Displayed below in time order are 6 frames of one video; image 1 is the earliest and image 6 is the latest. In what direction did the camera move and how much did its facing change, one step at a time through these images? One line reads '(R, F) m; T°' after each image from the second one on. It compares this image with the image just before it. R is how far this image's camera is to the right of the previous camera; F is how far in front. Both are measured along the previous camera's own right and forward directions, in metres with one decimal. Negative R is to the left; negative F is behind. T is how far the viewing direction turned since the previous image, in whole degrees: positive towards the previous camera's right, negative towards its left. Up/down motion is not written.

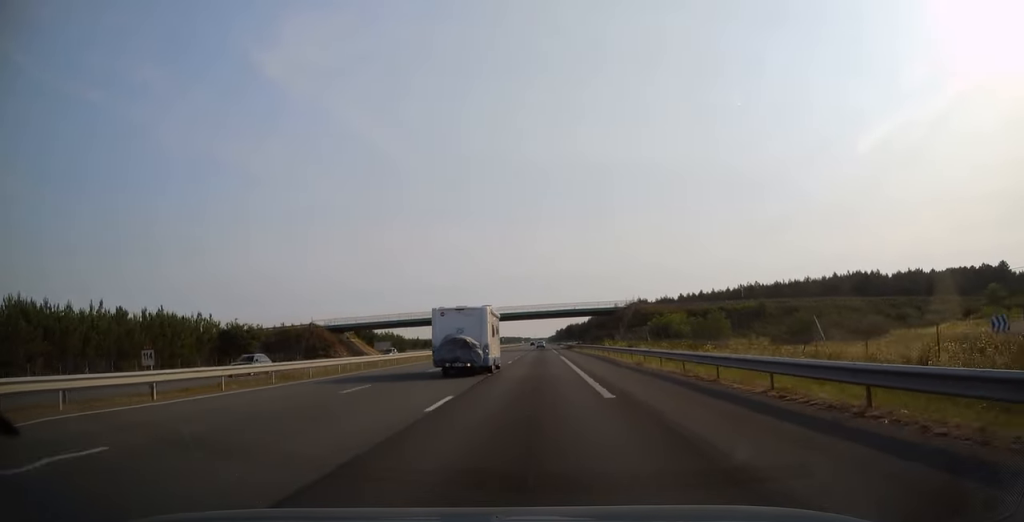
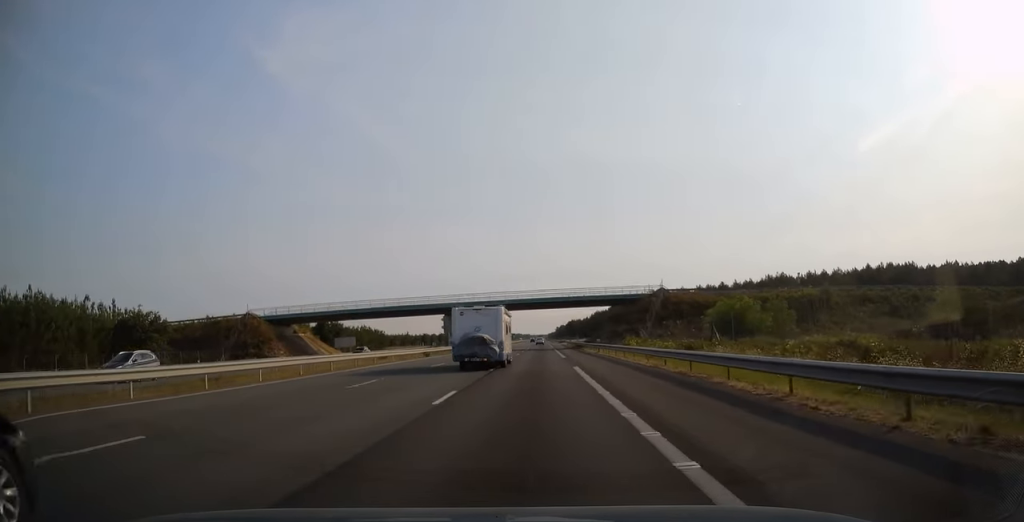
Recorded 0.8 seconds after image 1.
(+0.2, +25.2) m; 0°
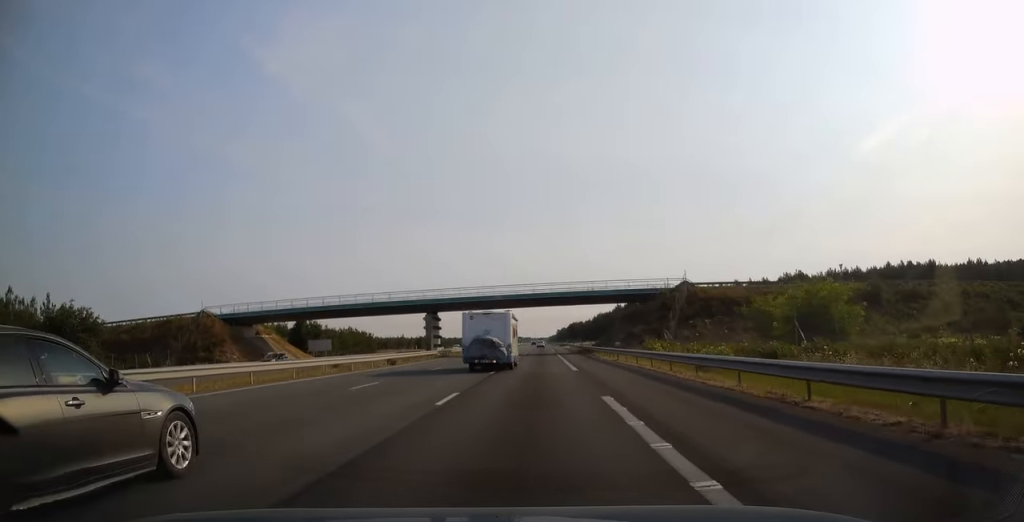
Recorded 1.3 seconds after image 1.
(0.0, +12.8) m; 0°
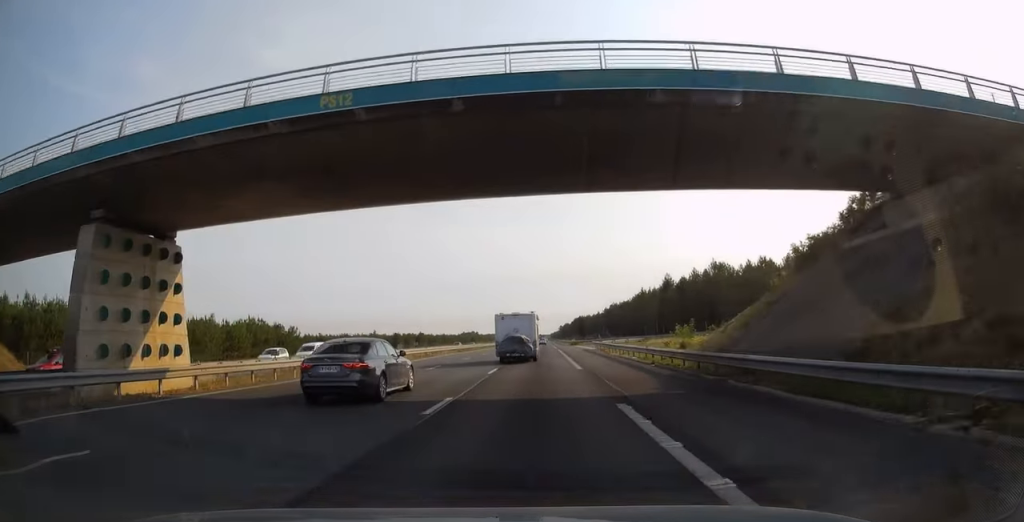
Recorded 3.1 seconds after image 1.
(-0.1, +53.7) m; 0°
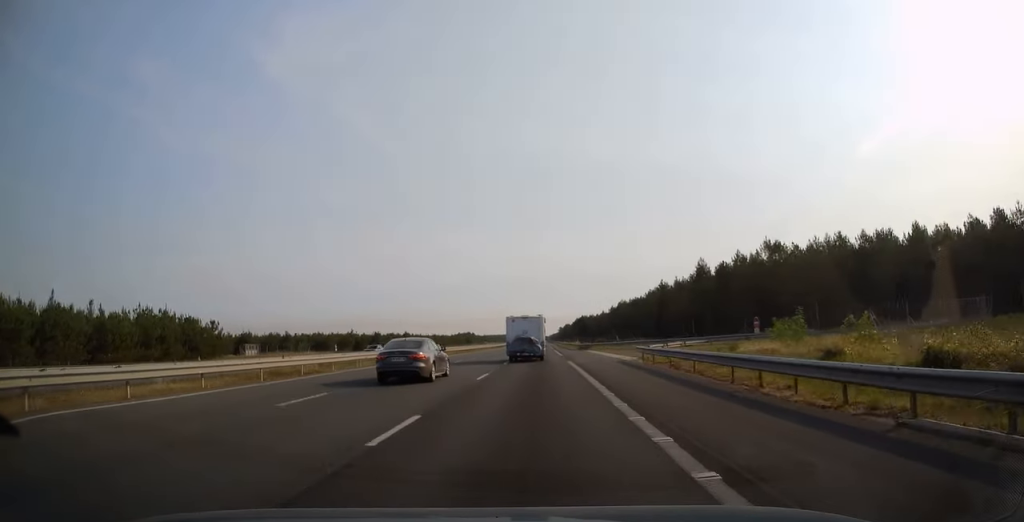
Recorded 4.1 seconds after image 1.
(-0.3, +29.6) m; 0°
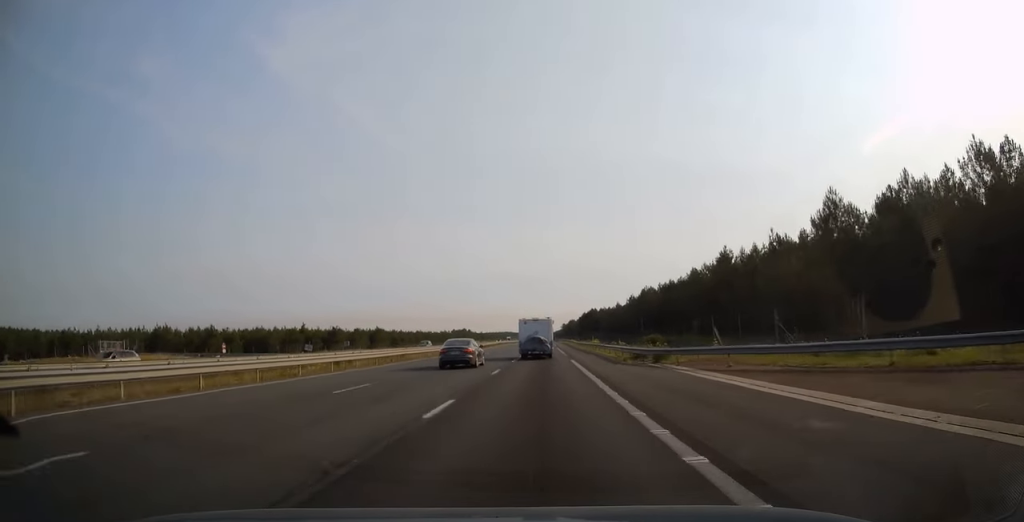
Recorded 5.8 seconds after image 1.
(0.0, +48.9) m; 0°
